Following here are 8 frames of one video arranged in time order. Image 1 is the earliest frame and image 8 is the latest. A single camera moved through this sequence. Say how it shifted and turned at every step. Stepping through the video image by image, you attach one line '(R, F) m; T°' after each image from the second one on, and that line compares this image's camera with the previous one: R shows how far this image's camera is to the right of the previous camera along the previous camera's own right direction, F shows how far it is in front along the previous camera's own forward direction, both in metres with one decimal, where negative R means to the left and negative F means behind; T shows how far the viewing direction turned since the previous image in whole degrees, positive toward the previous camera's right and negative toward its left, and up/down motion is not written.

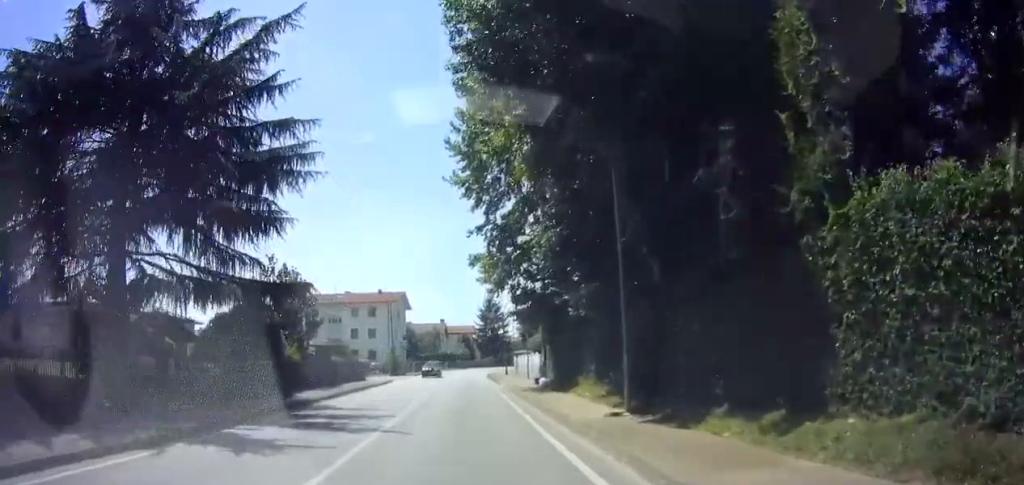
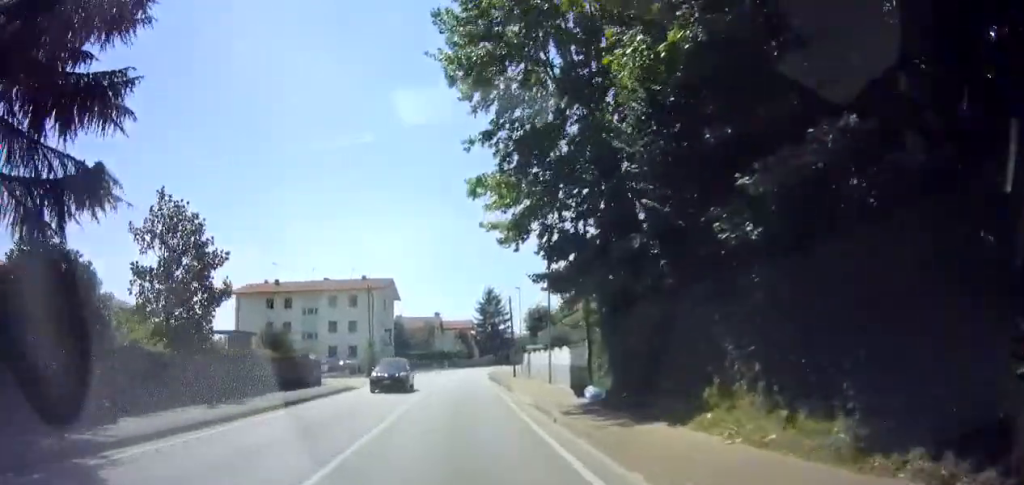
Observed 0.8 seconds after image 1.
(-0.3, +11.4) m; 0°
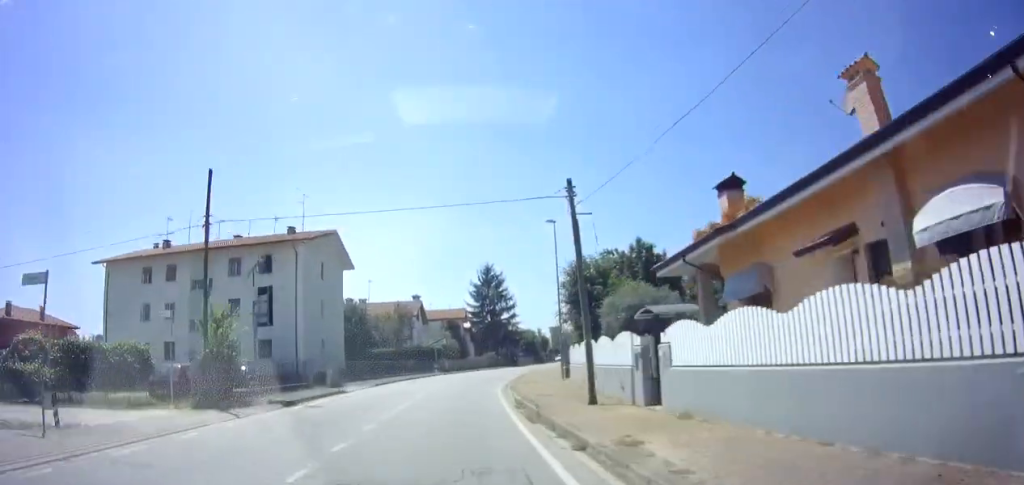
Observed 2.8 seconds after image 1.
(+0.8, +28.0) m; +2°
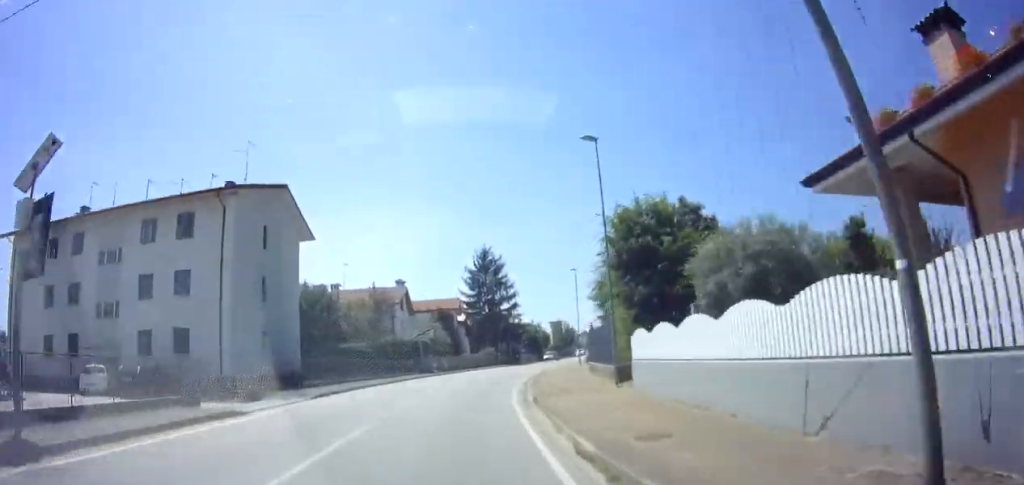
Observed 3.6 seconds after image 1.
(-0.1, +11.5) m; +1°
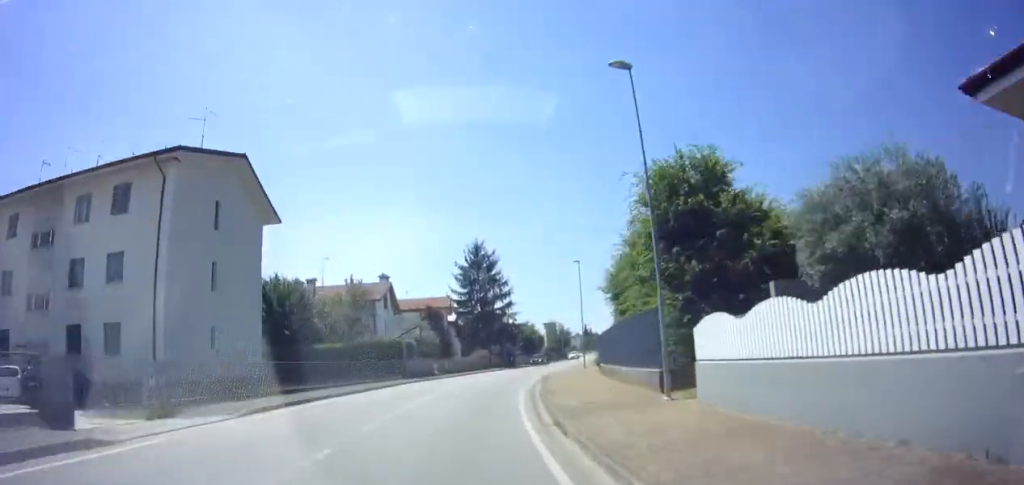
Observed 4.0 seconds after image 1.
(+0.1, +5.4) m; +2°
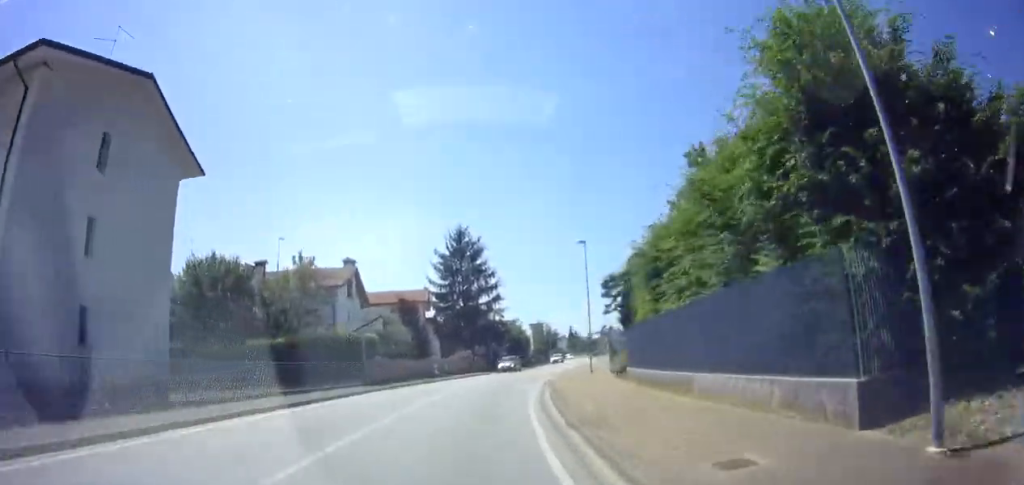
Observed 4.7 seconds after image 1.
(0.0, +8.6) m; +4°
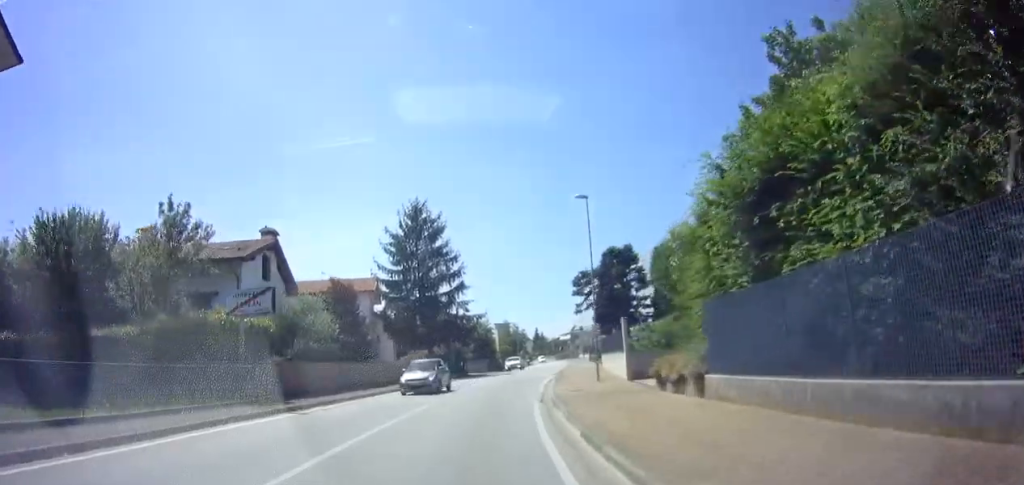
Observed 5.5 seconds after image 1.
(+0.7, +11.5) m; +6°
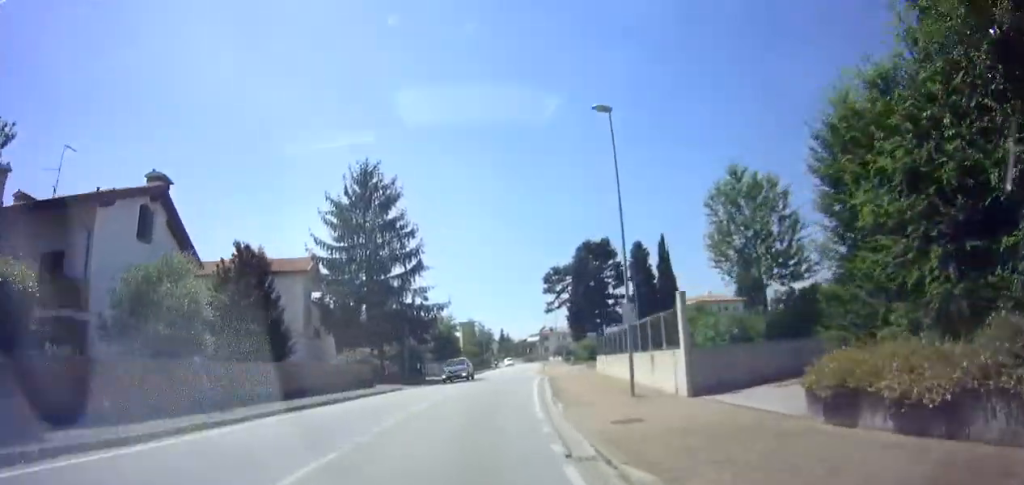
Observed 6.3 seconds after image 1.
(+0.6, +10.2) m; +3°
